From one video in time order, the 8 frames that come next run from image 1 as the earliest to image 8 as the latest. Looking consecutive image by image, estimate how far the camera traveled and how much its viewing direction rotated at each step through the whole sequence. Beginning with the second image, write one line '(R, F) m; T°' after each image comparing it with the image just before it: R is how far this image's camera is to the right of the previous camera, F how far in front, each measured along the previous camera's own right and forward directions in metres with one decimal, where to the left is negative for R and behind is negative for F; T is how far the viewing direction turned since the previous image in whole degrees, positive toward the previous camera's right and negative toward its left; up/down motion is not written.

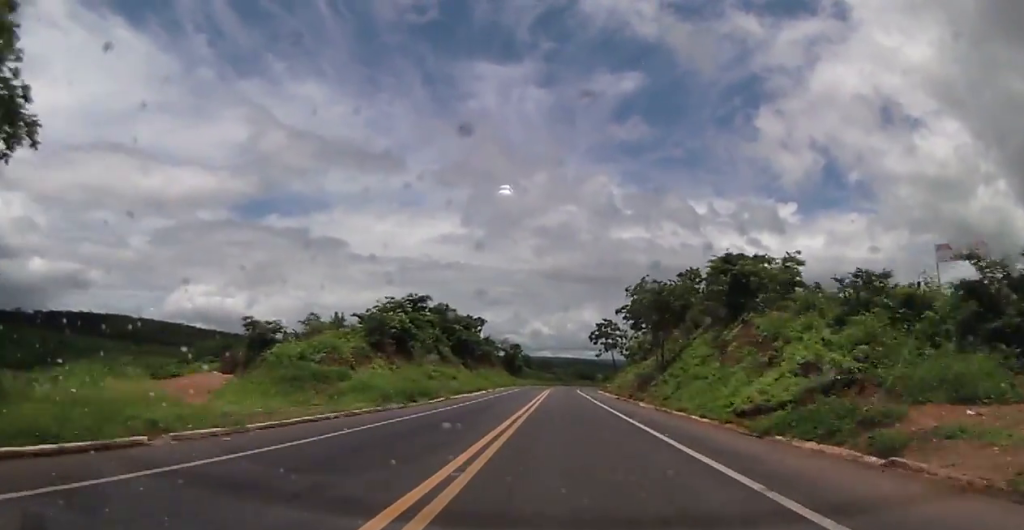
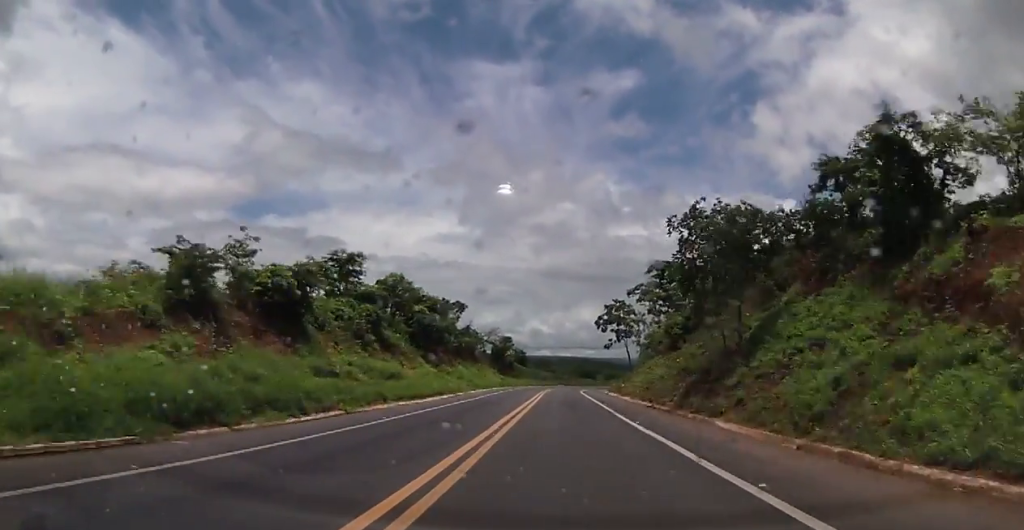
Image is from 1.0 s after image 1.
(0.0, +21.5) m; 0°
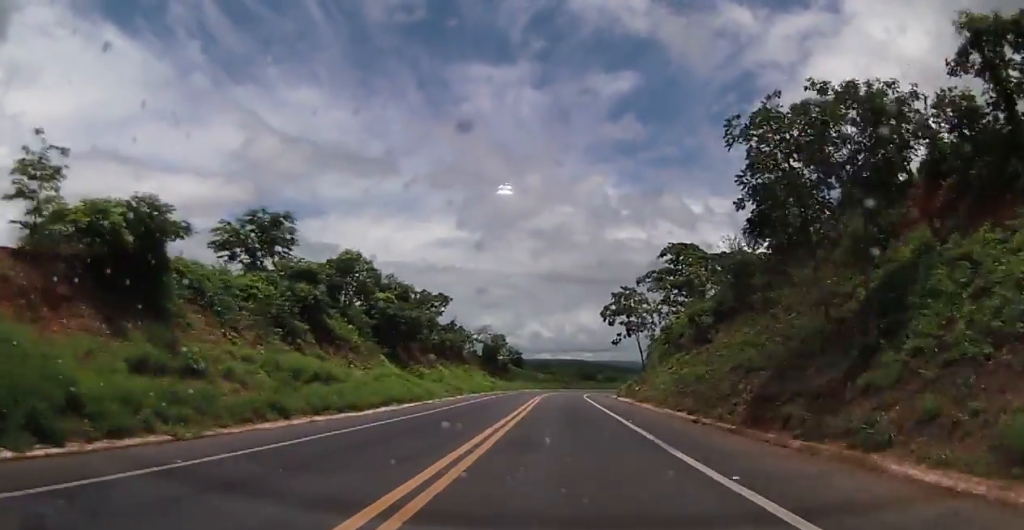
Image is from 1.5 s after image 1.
(0.0, +11.9) m; 0°
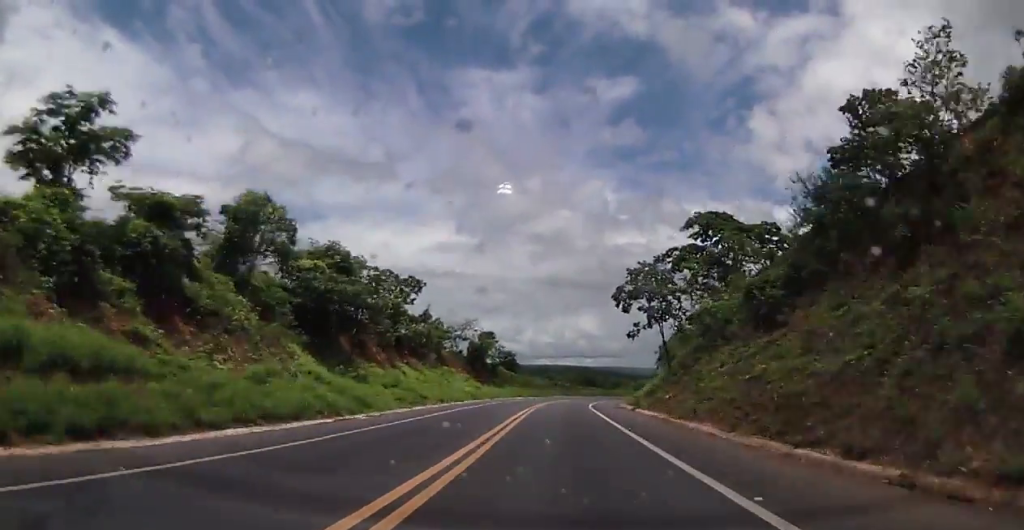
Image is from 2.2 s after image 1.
(0.0, +14.9) m; 0°
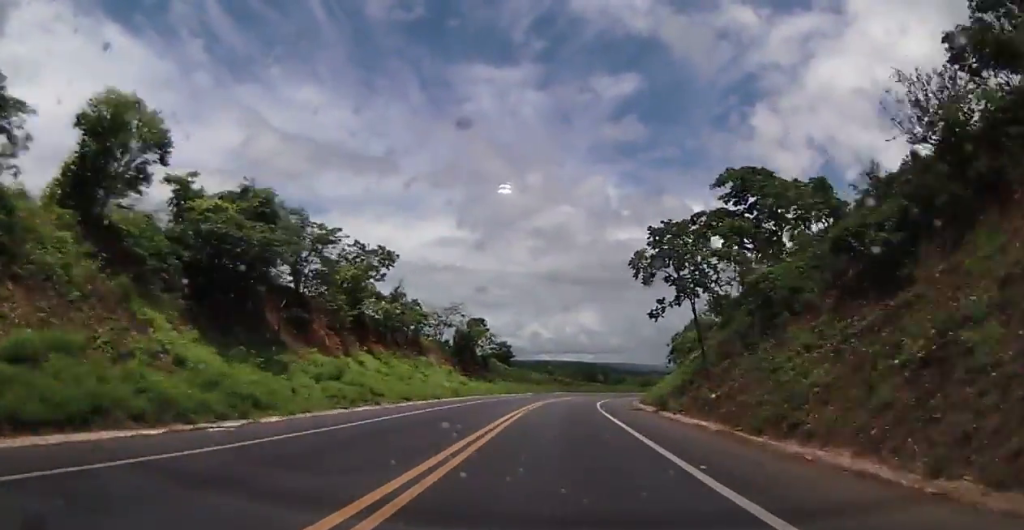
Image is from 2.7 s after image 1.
(0.0, +11.2) m; 0°
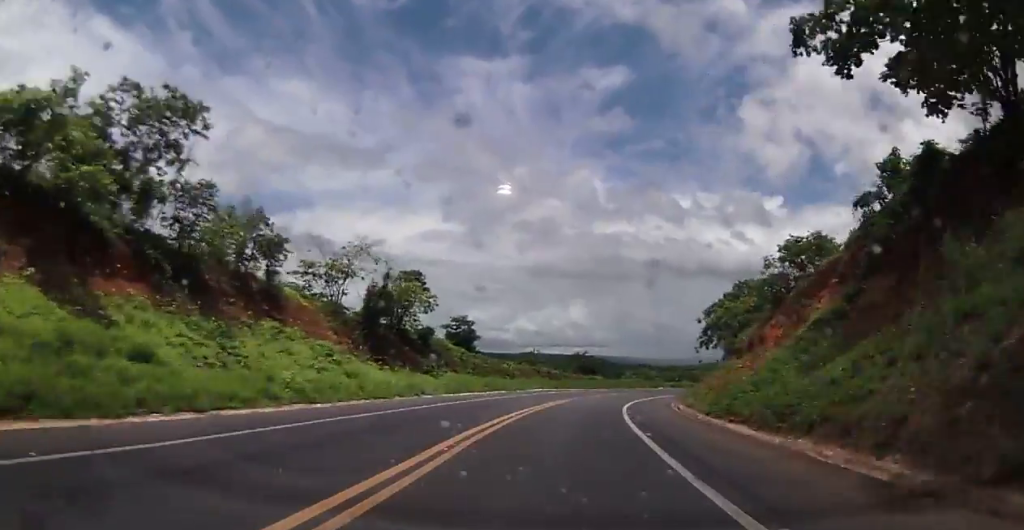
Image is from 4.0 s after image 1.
(0.0, +29.1) m; +1°
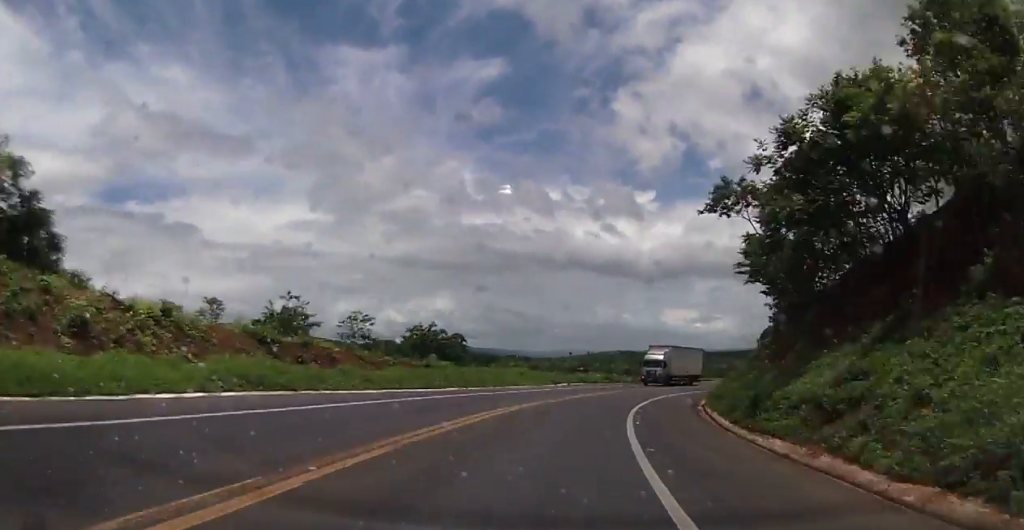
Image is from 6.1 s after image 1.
(+1.3, +48.1) m; +3°
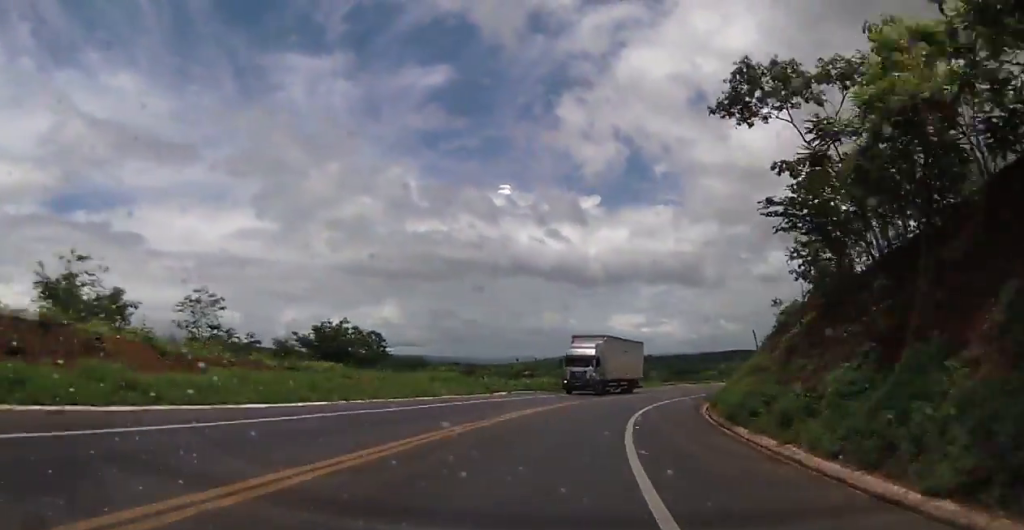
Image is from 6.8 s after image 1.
(+0.1, +13.9) m; +3°
